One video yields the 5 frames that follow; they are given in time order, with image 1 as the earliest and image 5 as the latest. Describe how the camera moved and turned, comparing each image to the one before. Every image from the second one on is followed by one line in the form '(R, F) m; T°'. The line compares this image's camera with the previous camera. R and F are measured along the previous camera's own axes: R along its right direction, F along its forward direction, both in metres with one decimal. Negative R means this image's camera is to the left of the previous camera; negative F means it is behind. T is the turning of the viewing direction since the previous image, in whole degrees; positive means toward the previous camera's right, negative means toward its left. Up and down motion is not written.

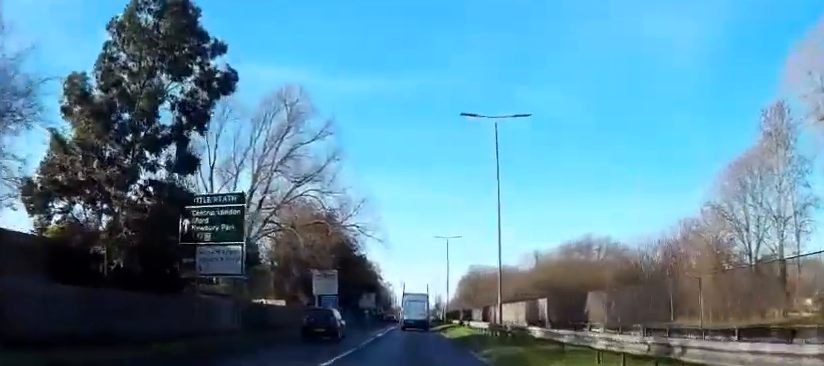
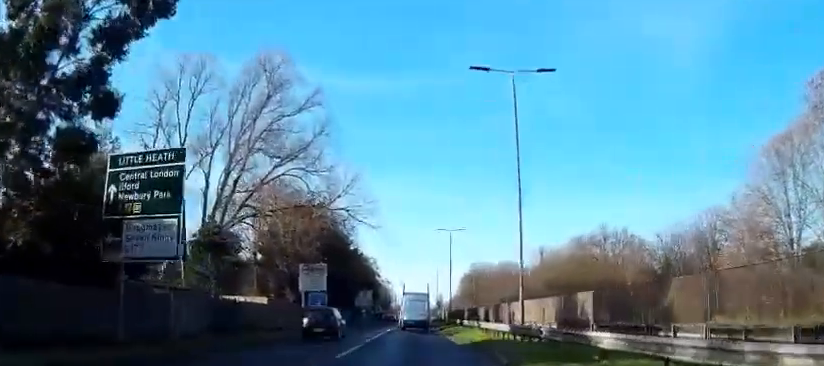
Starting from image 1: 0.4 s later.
(0.0, +6.6) m; 0°
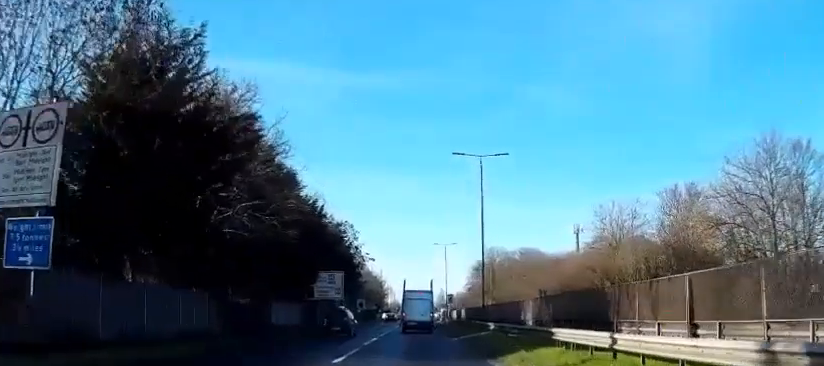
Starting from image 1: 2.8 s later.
(-0.4, +37.8) m; -1°
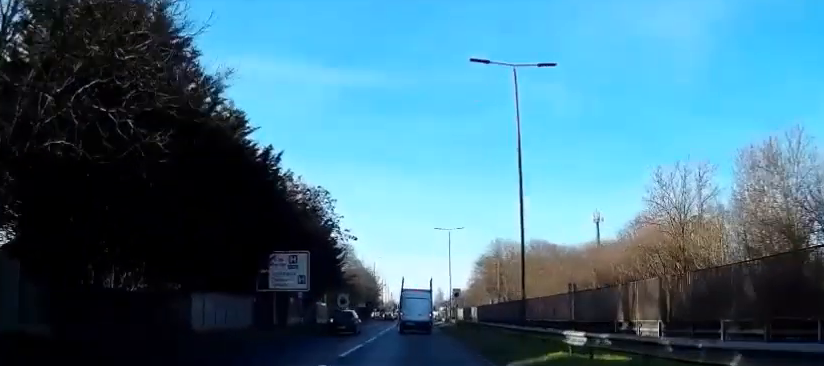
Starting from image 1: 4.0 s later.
(0.0, +16.4) m; 0°
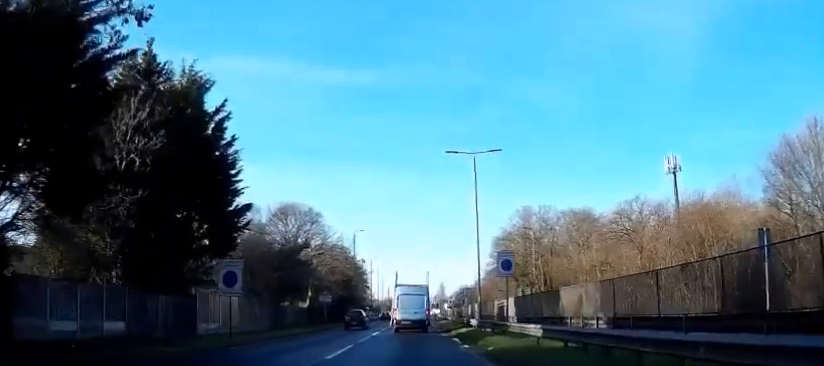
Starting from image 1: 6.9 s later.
(+0.2, +36.6) m; 0°
